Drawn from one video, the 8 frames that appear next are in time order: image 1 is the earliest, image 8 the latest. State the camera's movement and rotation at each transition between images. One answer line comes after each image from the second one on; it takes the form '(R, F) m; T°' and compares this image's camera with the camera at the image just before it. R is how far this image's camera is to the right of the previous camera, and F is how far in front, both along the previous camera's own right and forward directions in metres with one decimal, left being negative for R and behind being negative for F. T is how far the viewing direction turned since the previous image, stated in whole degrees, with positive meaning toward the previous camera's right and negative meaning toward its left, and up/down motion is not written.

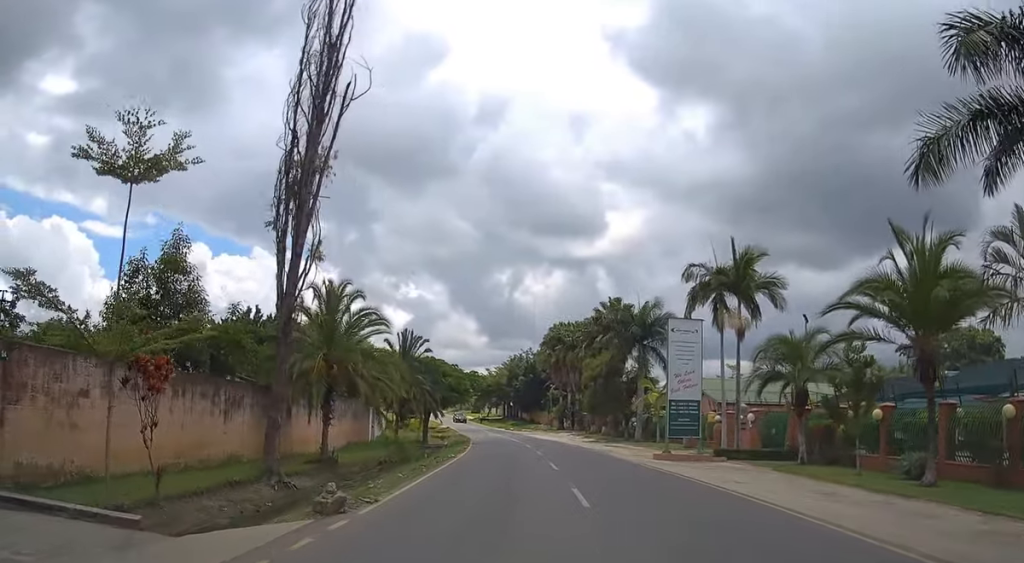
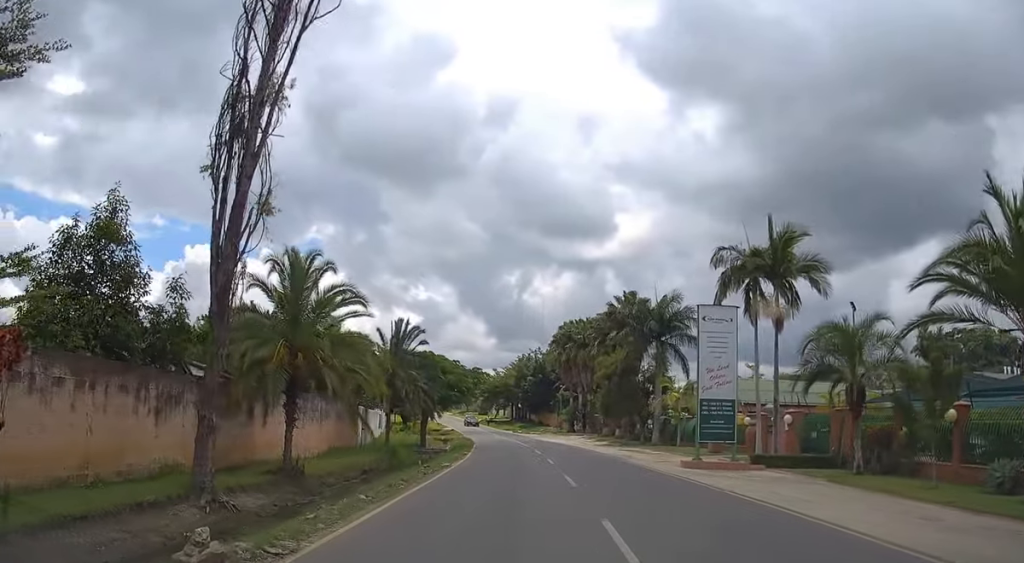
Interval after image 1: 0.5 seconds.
(0.0, +4.3) m; -1°
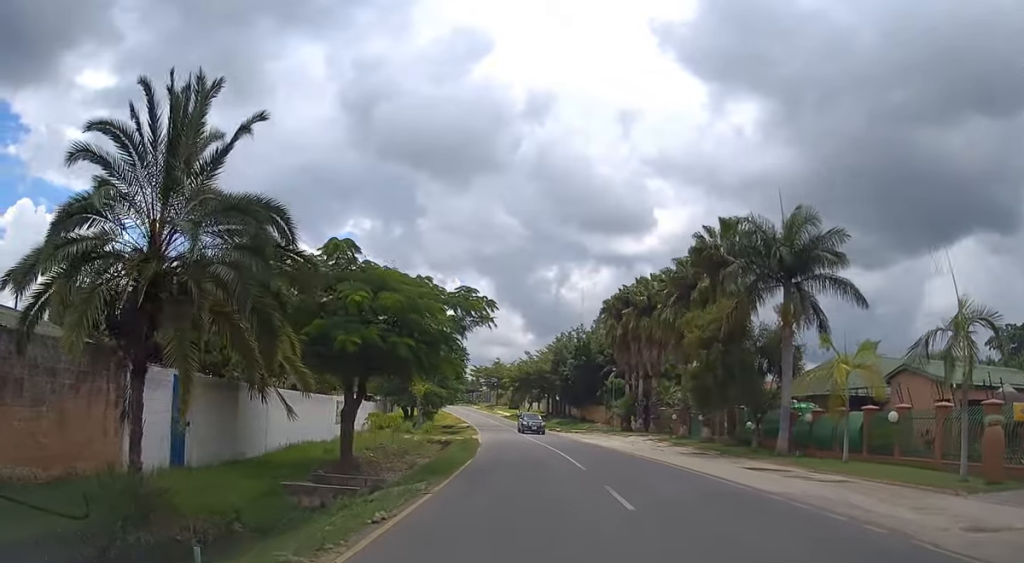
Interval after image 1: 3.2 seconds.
(-0.8, +22.1) m; -4°
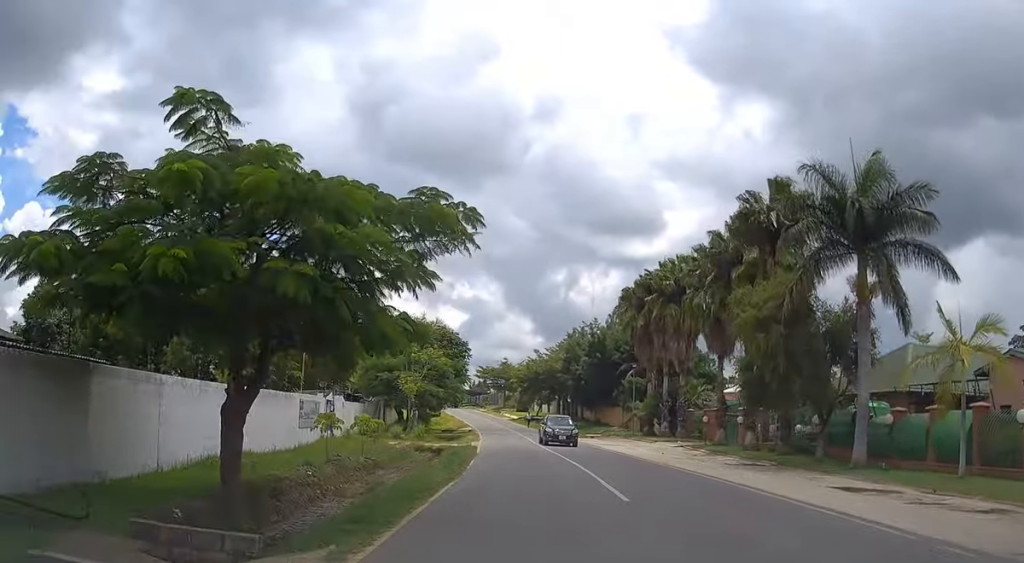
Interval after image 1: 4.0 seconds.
(+0.1, +7.4) m; 0°
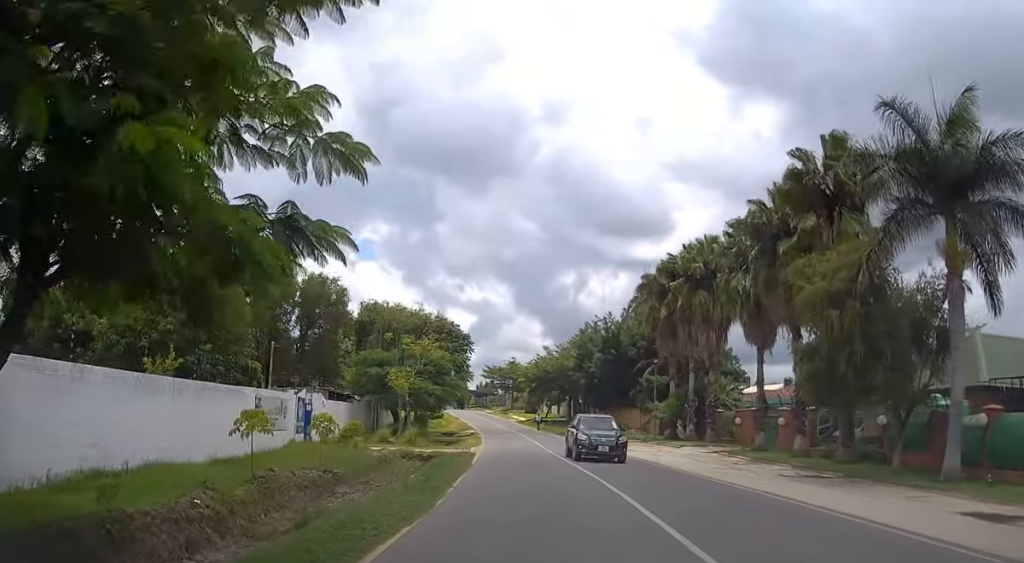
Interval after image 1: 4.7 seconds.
(0.0, +5.9) m; 0°
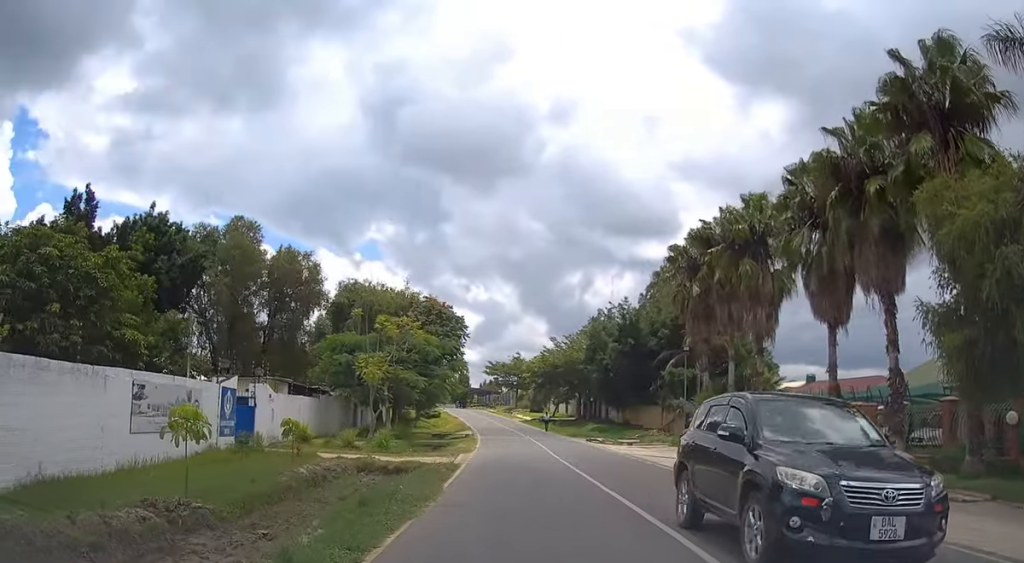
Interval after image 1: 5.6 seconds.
(-0.1, +8.5) m; -1°
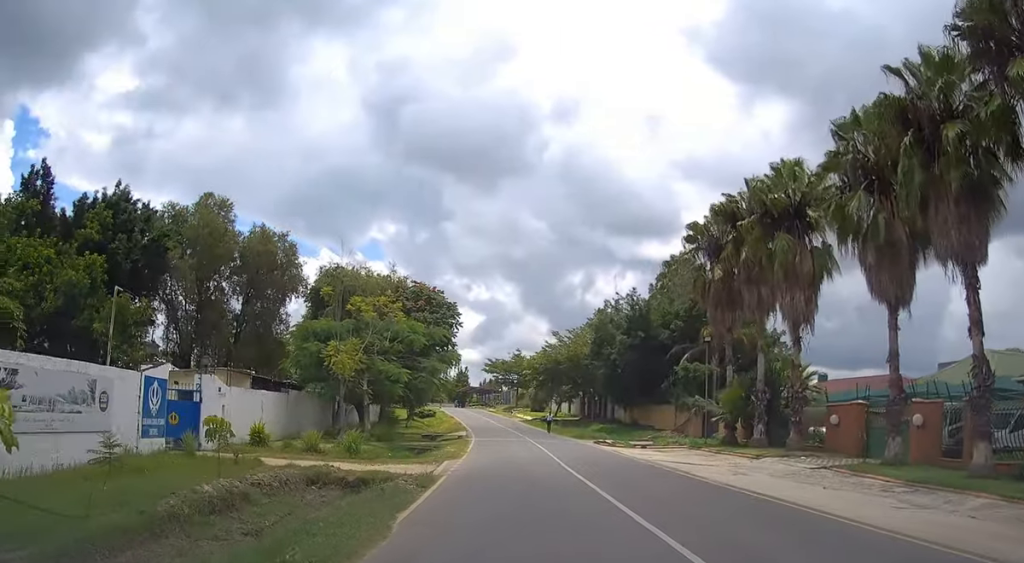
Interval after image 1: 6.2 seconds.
(0.0, +5.0) m; -1°
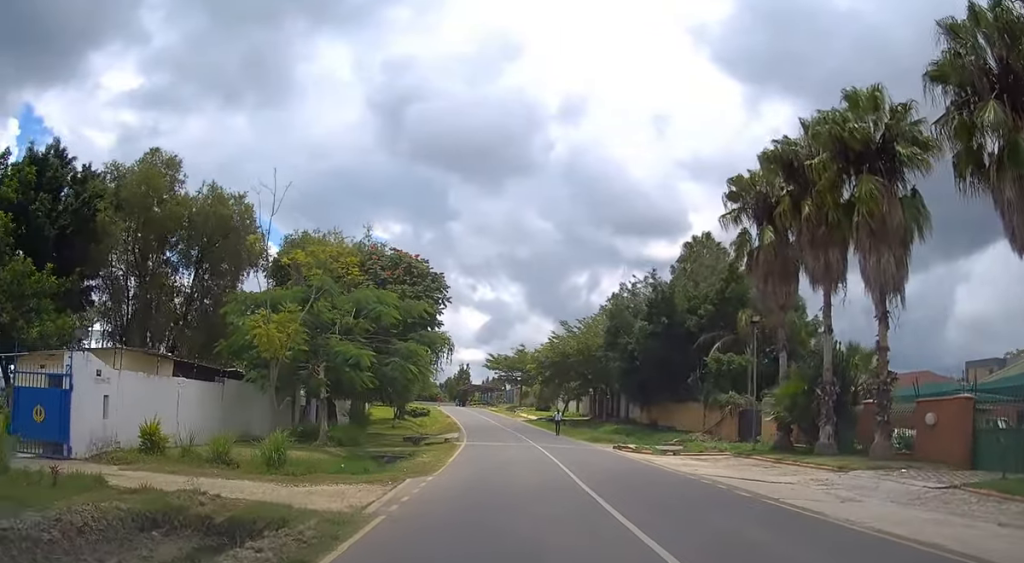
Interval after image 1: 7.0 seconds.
(-0.1, +7.7) m; -1°
